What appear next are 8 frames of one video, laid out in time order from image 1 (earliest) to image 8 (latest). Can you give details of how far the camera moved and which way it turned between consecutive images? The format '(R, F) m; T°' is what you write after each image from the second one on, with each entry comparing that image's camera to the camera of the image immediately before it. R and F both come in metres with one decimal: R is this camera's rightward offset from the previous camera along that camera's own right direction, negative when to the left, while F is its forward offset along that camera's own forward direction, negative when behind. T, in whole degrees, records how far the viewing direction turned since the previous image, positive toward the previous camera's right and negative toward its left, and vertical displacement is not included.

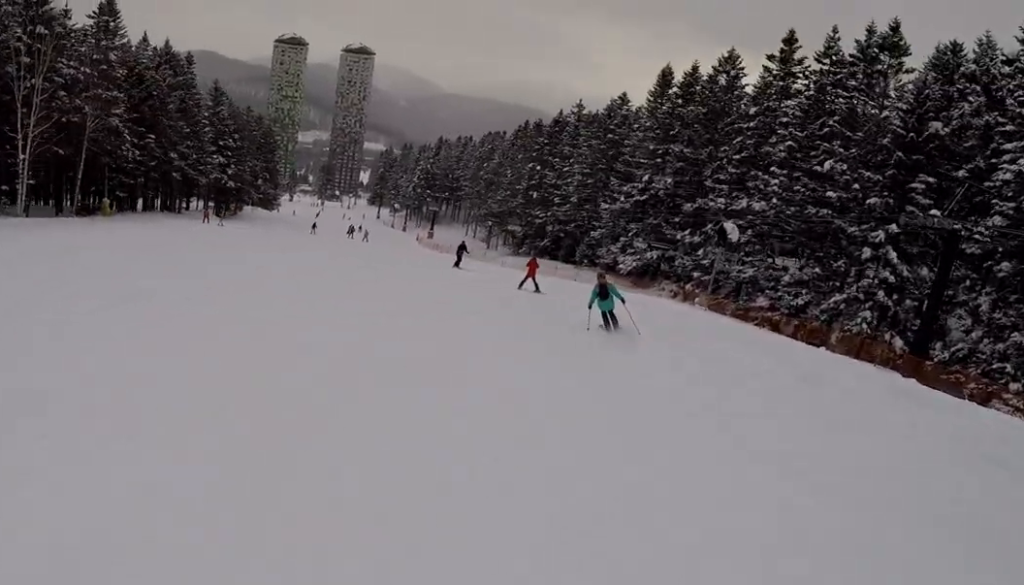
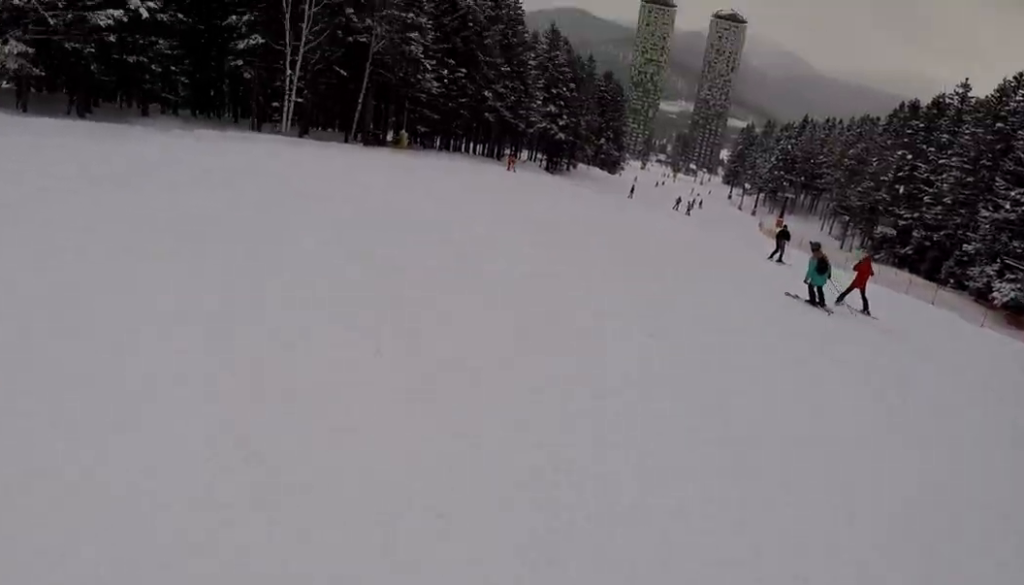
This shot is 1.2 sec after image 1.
(-1.9, +8.5) m; -27°
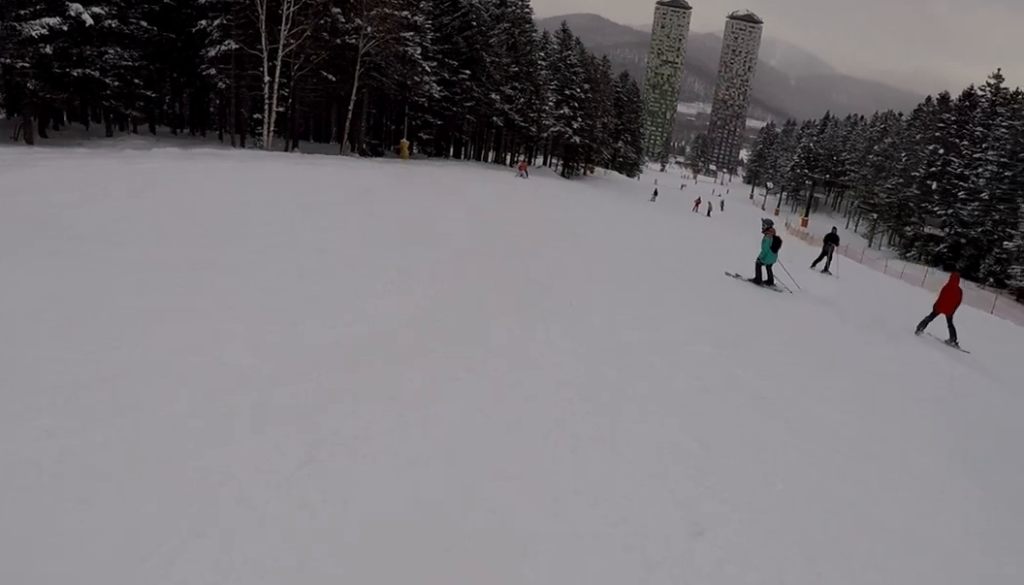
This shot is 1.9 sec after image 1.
(-0.6, +4.6) m; -9°
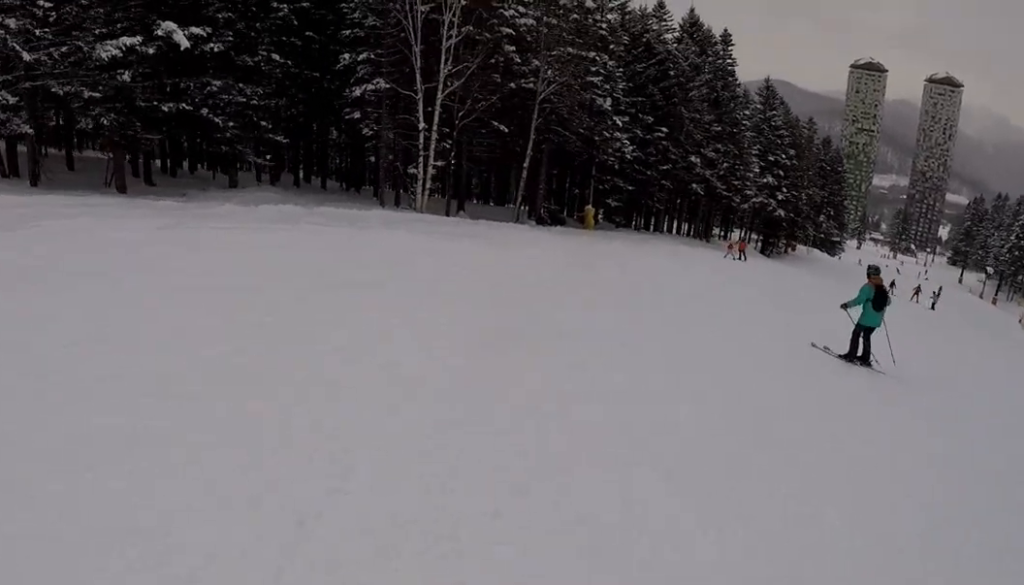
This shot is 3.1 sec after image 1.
(-0.8, +9.3) m; -3°
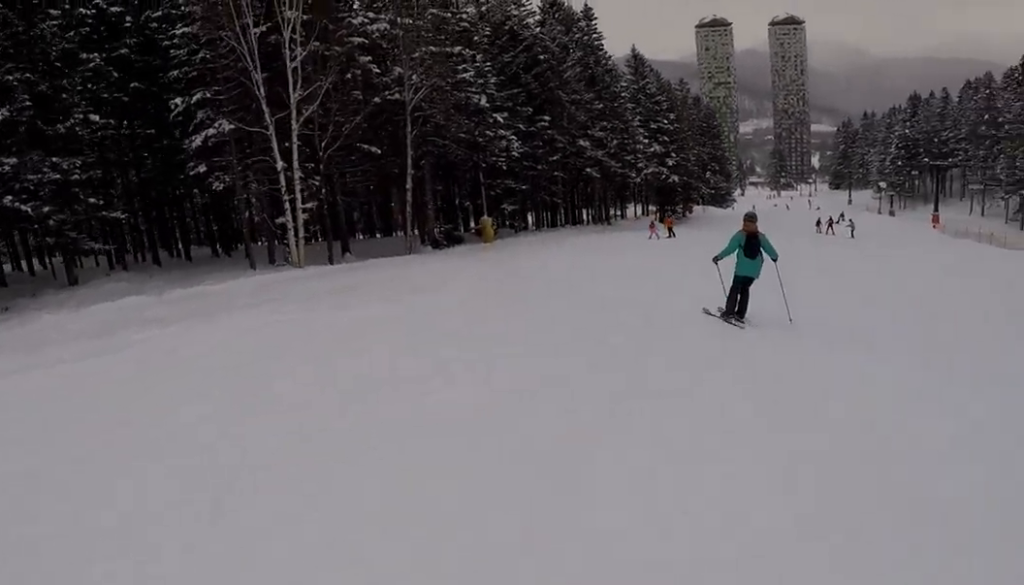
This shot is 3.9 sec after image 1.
(+0.2, +5.9) m; +10°
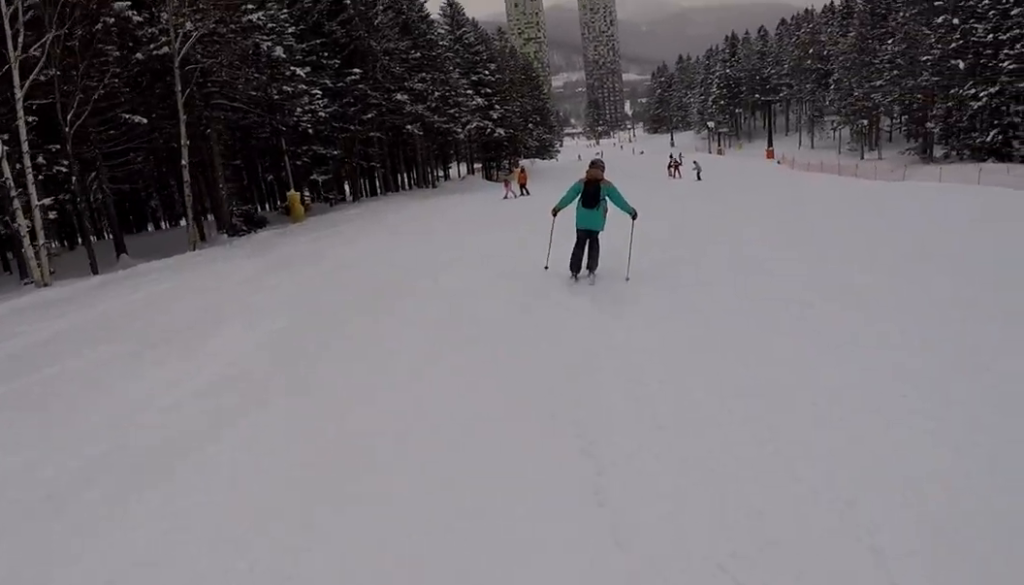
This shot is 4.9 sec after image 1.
(+1.1, +6.9) m; +22°
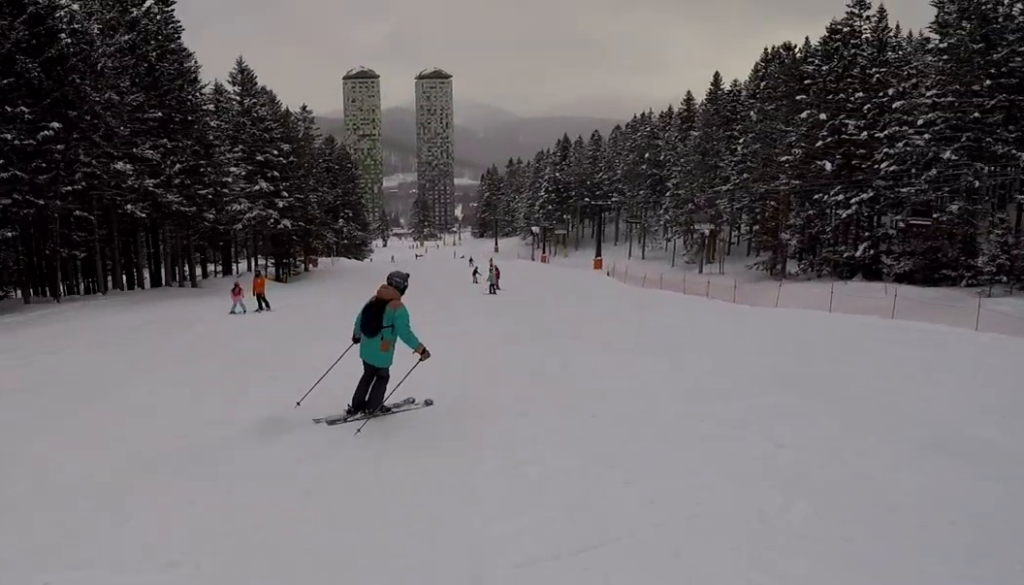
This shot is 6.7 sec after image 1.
(+3.1, +13.0) m; +11°
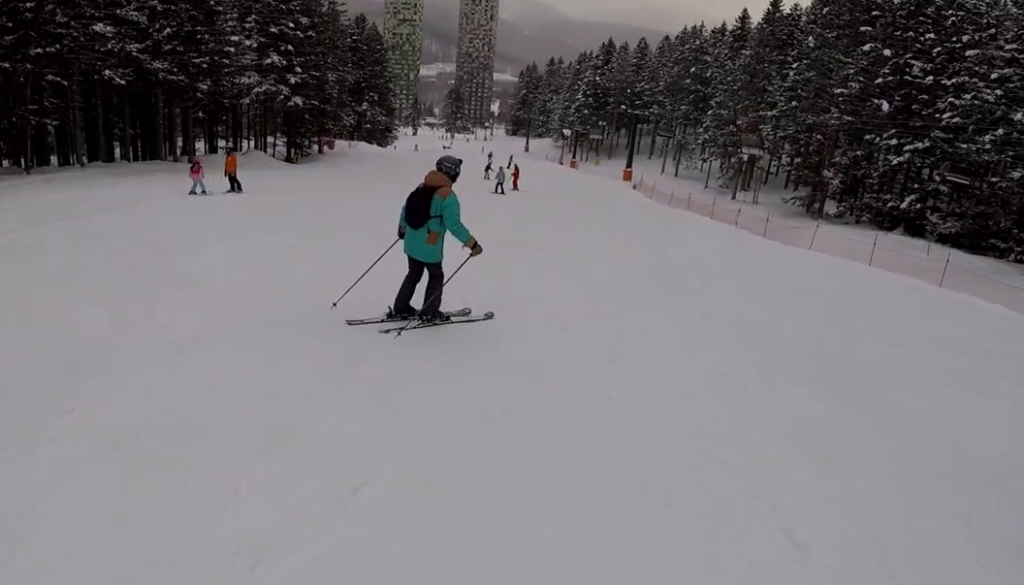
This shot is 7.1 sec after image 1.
(0.0, +3.1) m; -5°
